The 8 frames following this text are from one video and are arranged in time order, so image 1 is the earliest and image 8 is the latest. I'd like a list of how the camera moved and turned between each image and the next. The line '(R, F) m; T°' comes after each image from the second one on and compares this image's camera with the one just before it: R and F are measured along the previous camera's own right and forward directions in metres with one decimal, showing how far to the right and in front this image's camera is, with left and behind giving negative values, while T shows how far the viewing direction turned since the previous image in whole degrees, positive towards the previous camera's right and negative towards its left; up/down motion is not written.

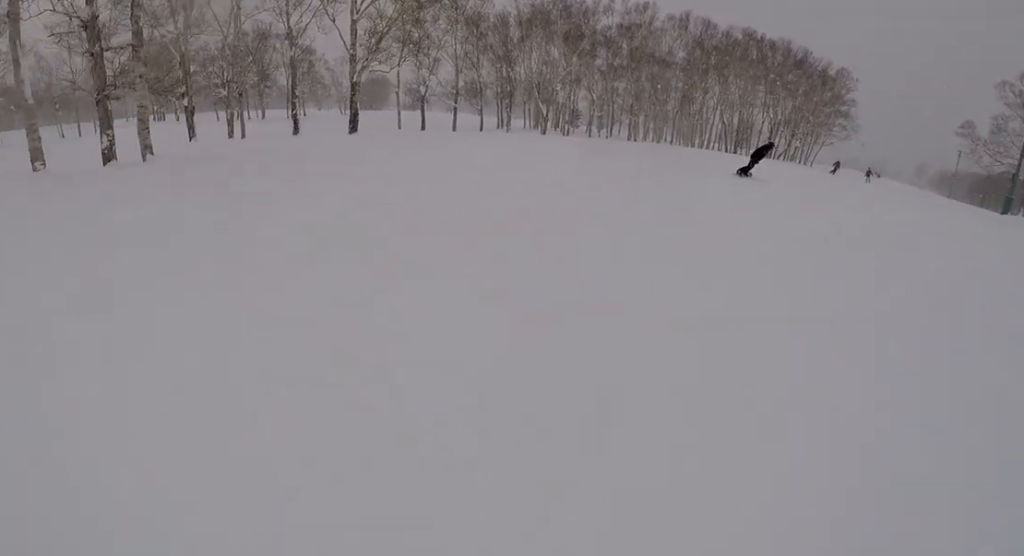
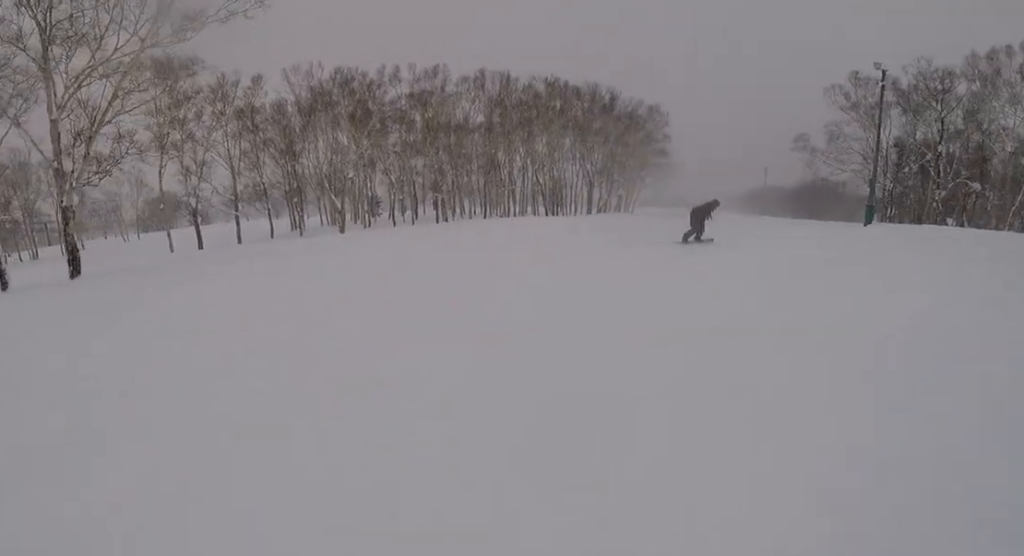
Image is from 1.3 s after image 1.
(-0.8, +10.9) m; -1°
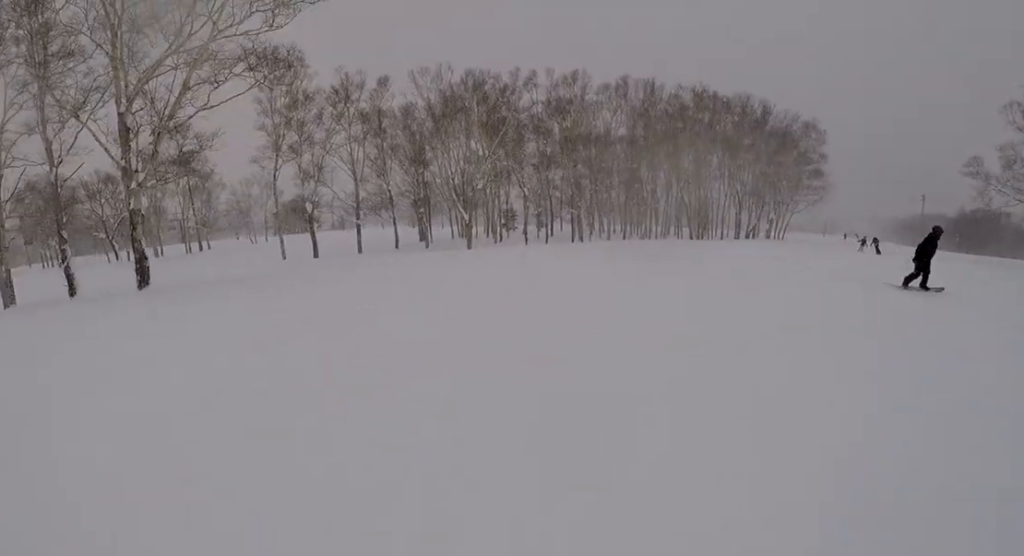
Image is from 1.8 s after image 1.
(+0.4, +4.6) m; +6°
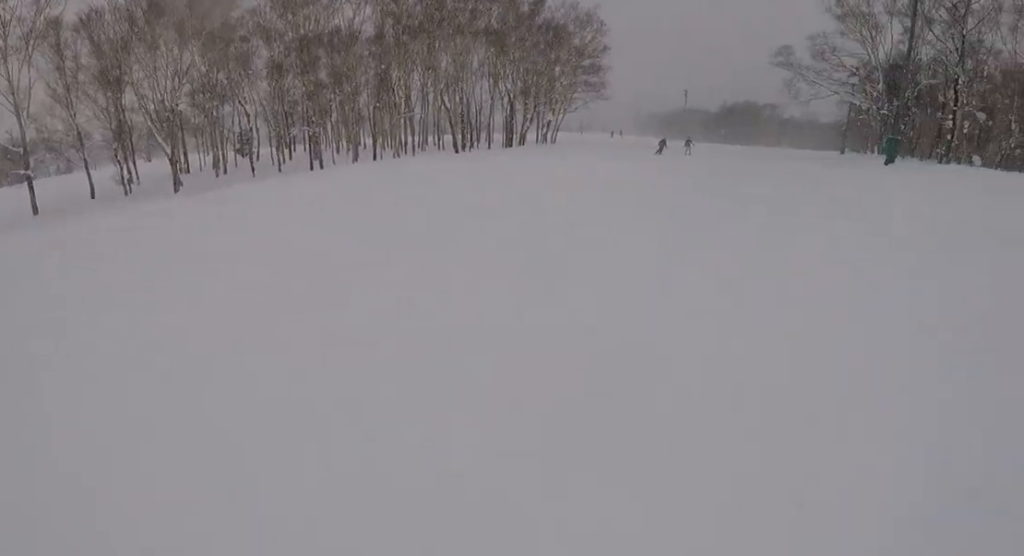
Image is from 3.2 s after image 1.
(+1.7, +13.1) m; +11°
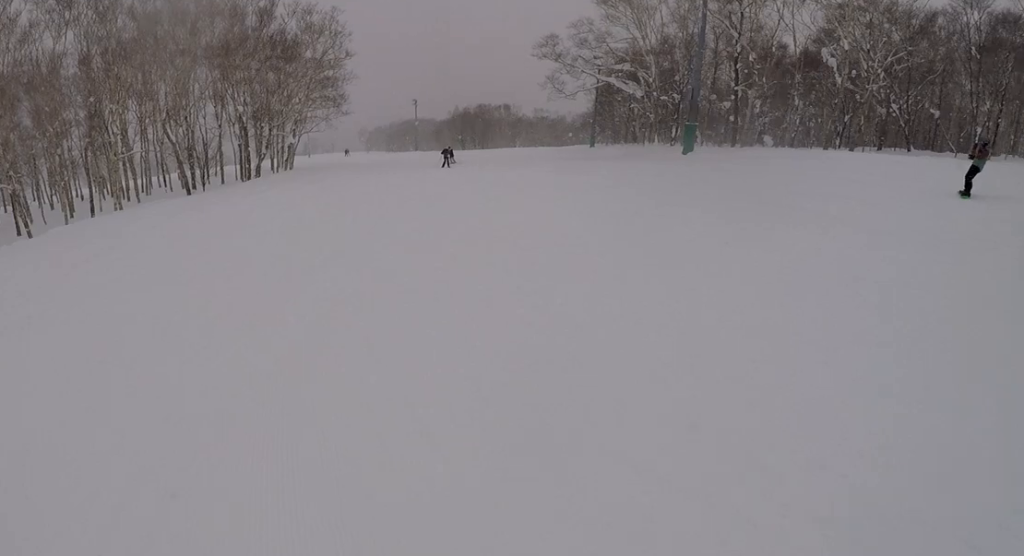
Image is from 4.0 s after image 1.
(+0.1, +7.7) m; +3°
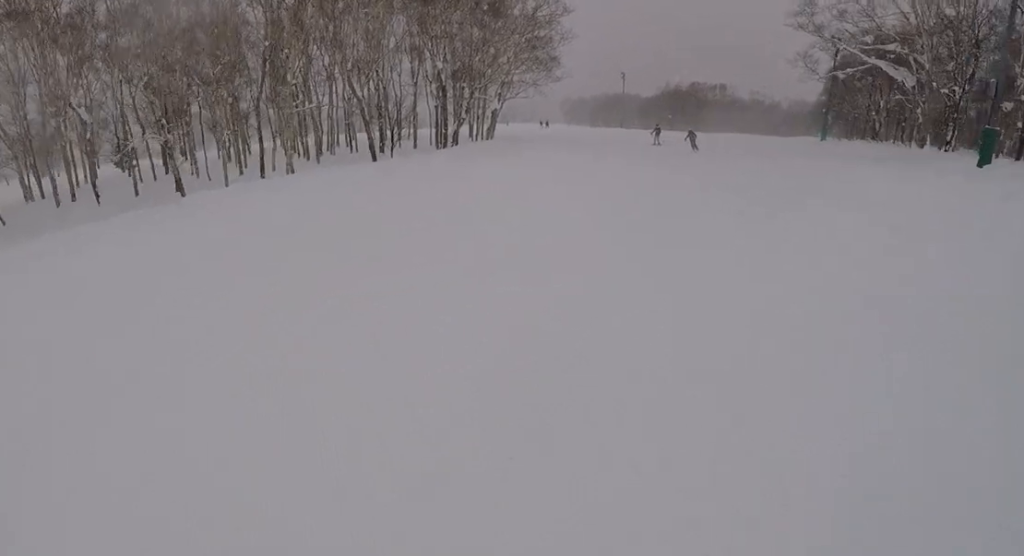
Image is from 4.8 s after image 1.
(+0.3, +7.3) m; +7°
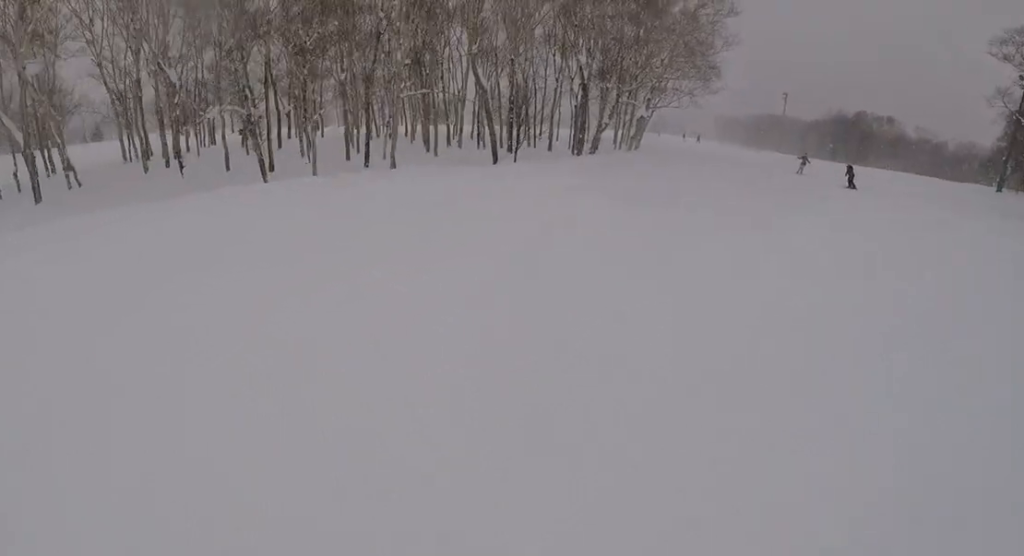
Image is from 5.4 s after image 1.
(+0.1, +5.9) m; +6°
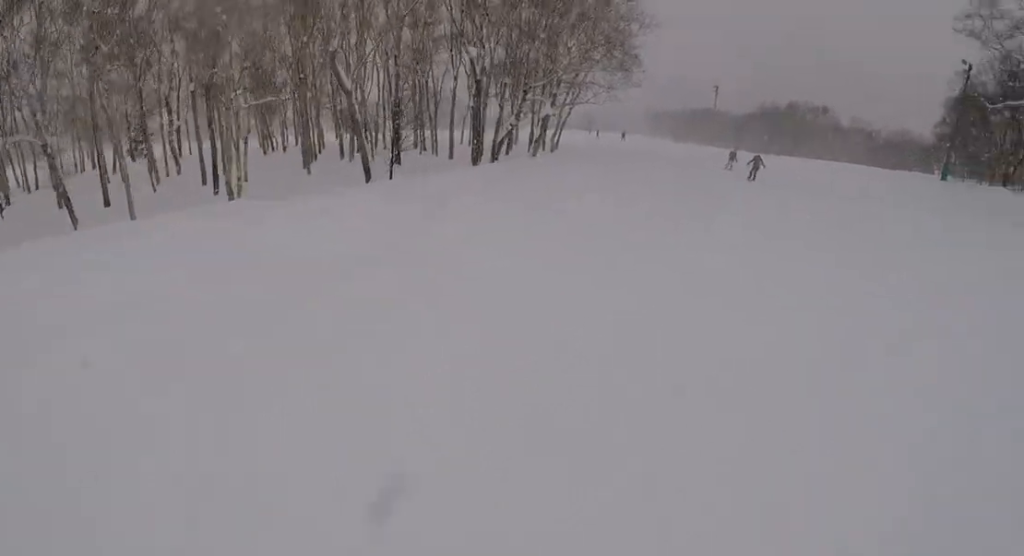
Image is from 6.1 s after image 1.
(+0.8, +7.0) m; +5°
